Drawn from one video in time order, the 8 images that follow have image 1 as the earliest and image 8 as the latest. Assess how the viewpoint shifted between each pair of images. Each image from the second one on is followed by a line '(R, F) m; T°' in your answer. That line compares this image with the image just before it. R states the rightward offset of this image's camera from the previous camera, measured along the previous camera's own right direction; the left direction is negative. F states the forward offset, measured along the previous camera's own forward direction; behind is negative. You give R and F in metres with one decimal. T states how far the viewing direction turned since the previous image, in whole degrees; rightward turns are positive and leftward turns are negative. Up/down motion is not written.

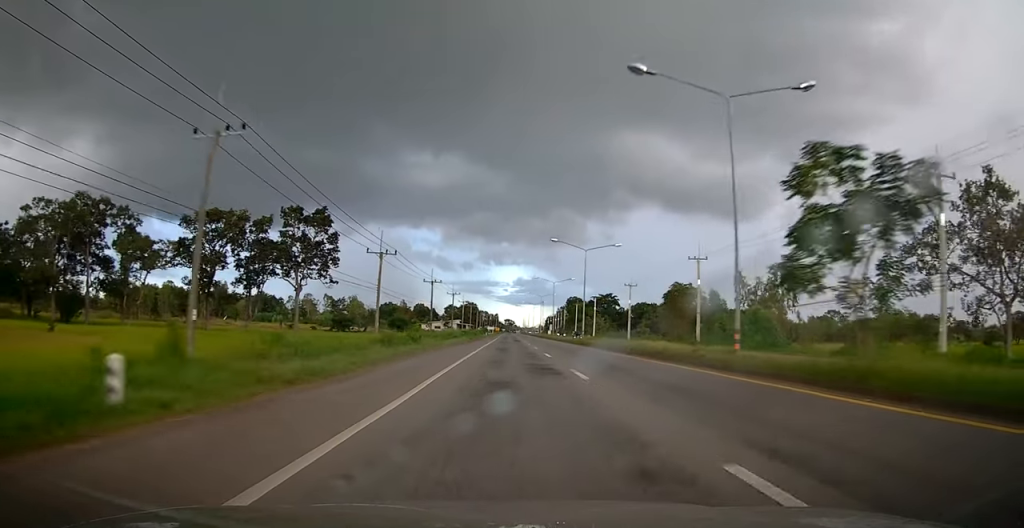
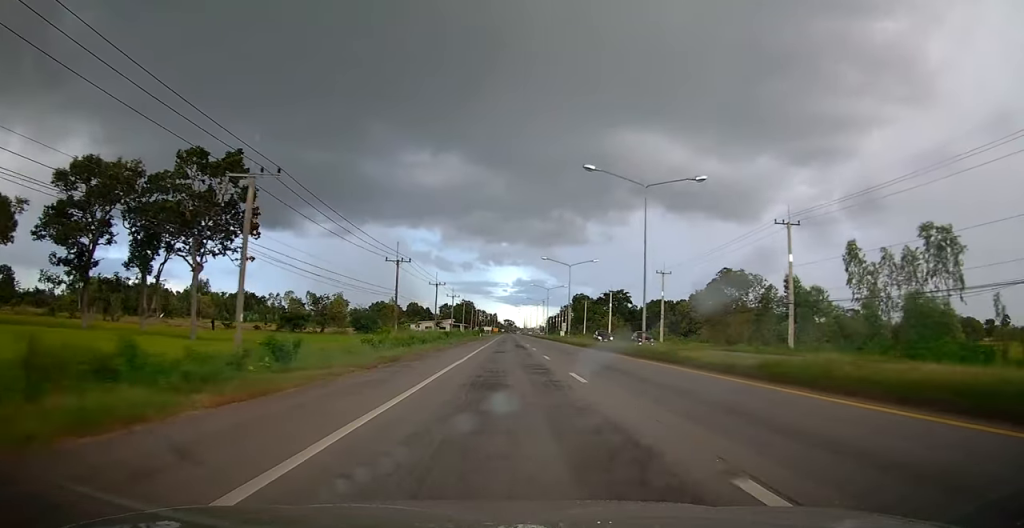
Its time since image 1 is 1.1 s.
(0.0, +24.2) m; 0°
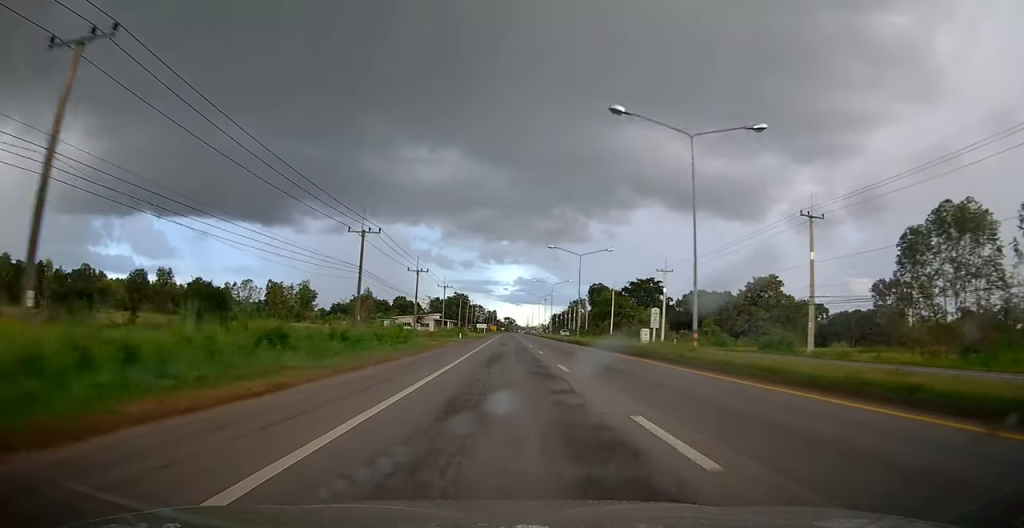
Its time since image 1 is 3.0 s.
(0.0, +44.0) m; 0°
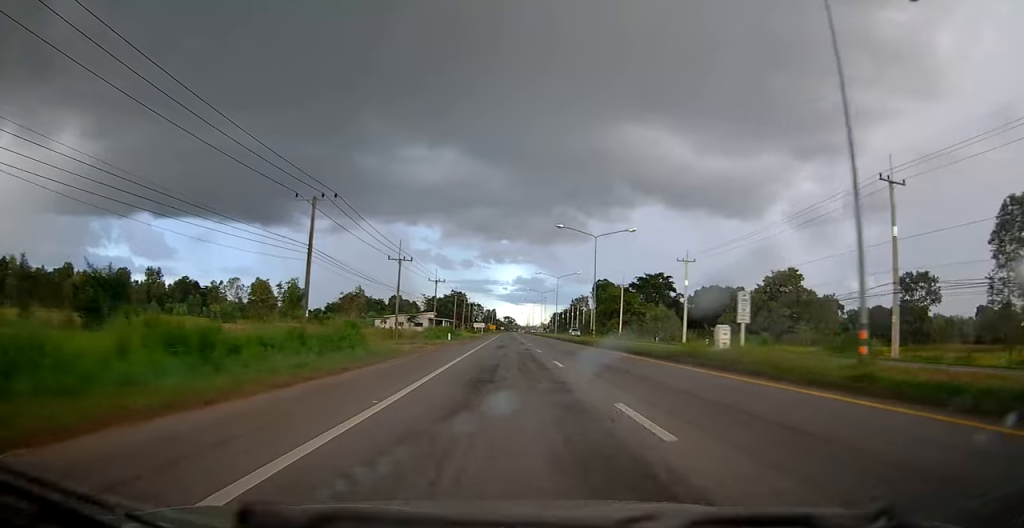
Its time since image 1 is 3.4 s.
(0.0, +10.7) m; 0°
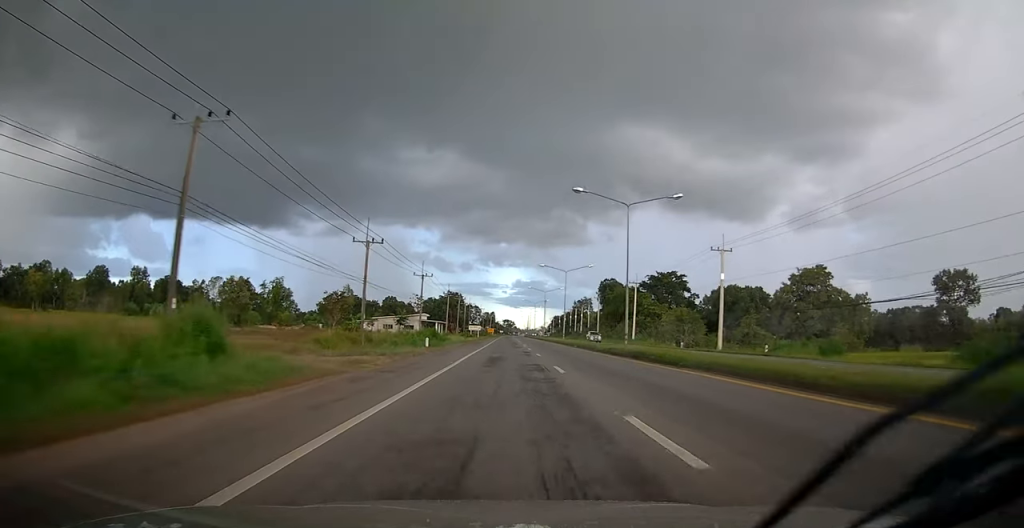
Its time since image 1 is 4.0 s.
(0.0, +12.9) m; 0°
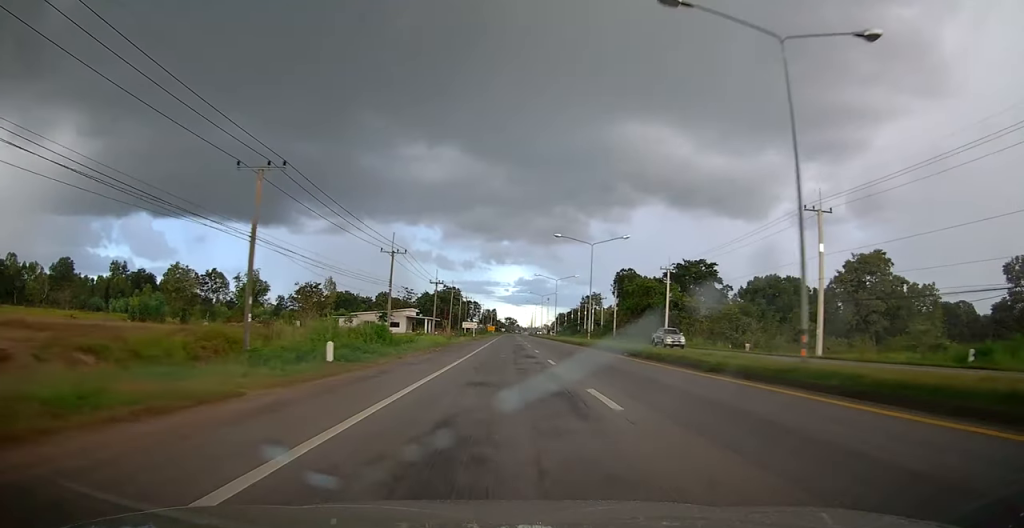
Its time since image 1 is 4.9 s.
(0.0, +20.2) m; 0°
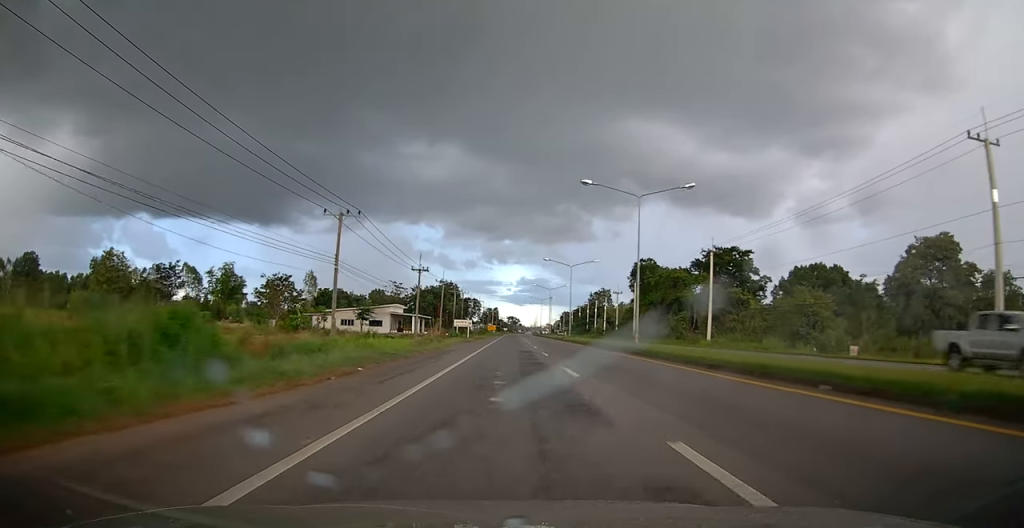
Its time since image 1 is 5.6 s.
(0.0, +17.5) m; 0°
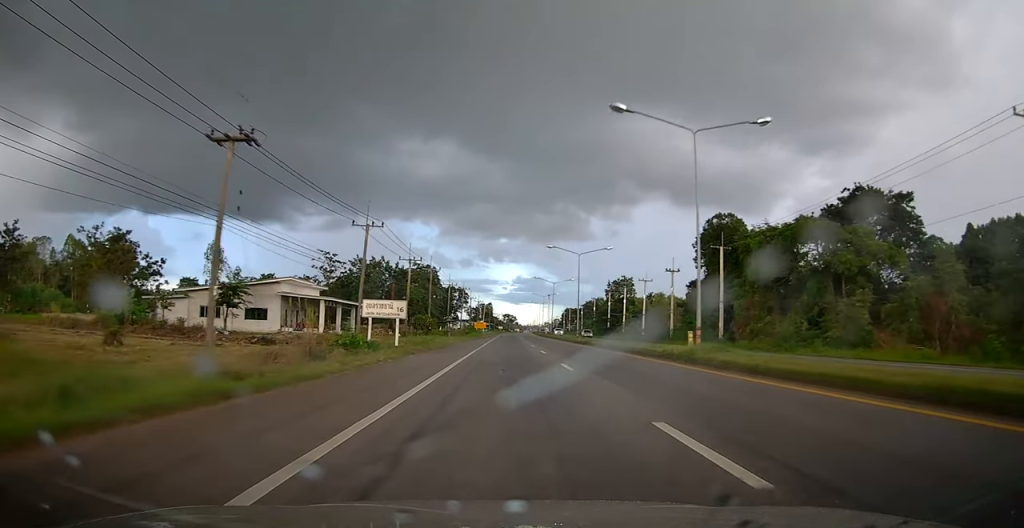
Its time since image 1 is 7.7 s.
(0.0, +46.2) m; 0°
